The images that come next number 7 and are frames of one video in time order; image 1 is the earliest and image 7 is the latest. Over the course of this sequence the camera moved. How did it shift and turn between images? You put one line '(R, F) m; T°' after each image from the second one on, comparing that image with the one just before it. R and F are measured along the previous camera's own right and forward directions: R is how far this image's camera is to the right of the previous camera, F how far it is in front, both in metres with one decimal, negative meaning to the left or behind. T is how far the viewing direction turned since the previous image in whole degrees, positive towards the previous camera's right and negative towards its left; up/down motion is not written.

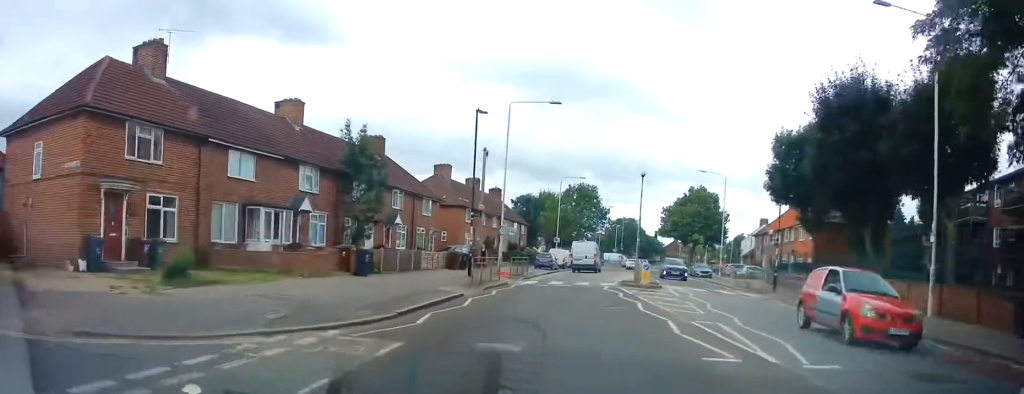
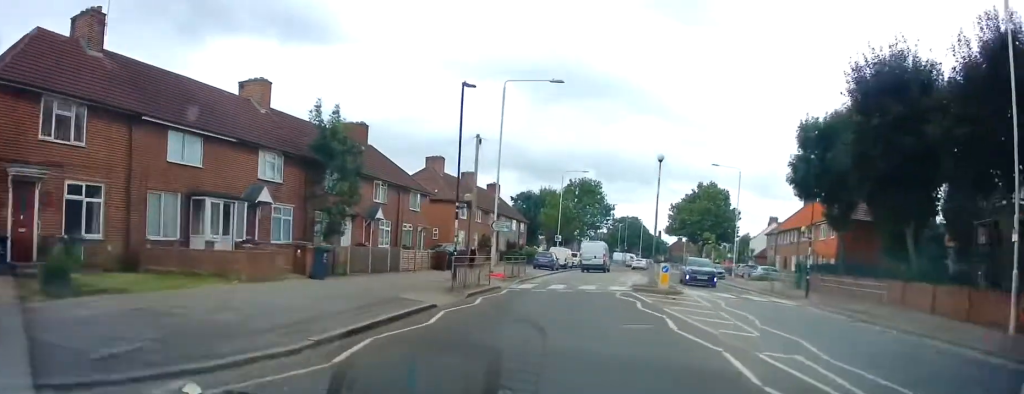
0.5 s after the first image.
(+0.1, +4.2) m; +2°
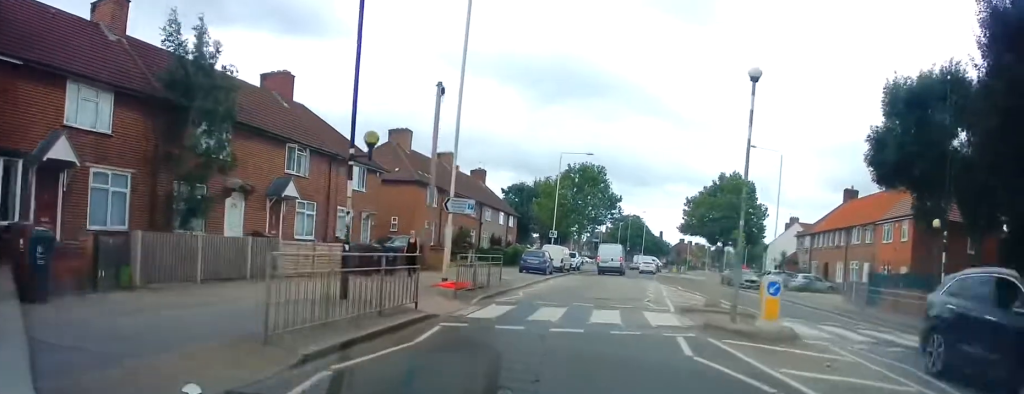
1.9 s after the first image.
(-0.1, +11.3) m; -1°
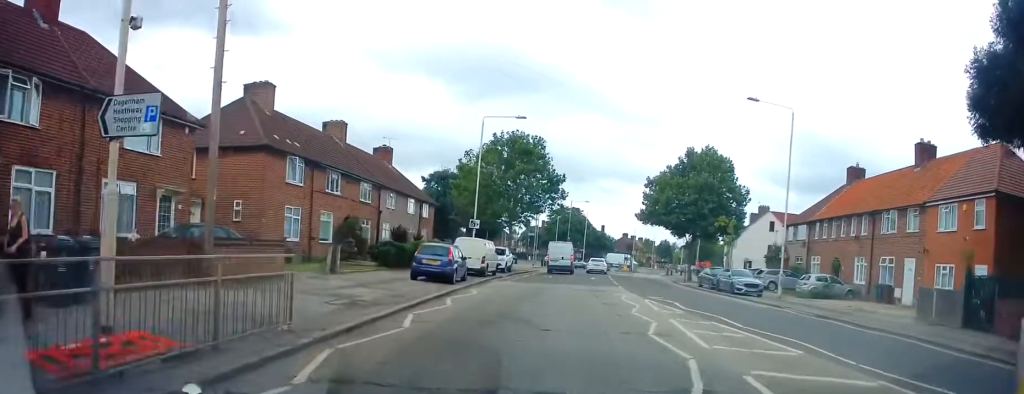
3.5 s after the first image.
(+0.5, +12.8) m; +6°
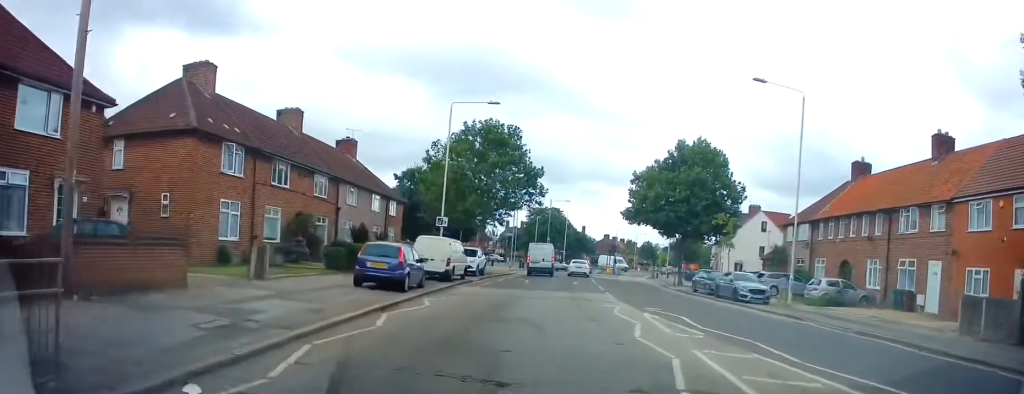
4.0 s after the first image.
(0.0, +4.2) m; +1°
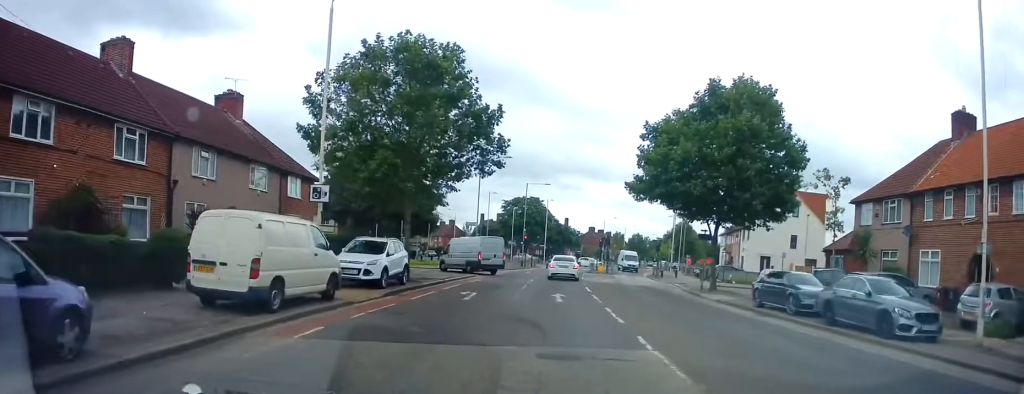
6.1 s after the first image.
(+0.3, +15.0) m; +2°
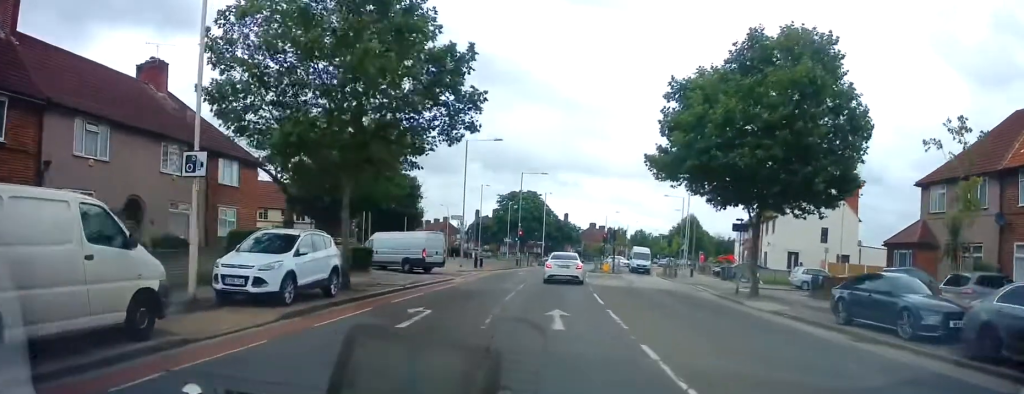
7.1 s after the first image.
(+0.1, +6.9) m; +1°
